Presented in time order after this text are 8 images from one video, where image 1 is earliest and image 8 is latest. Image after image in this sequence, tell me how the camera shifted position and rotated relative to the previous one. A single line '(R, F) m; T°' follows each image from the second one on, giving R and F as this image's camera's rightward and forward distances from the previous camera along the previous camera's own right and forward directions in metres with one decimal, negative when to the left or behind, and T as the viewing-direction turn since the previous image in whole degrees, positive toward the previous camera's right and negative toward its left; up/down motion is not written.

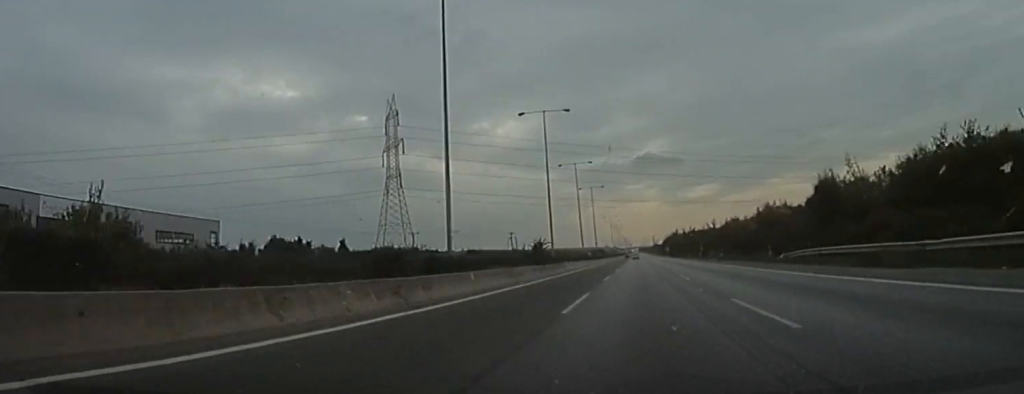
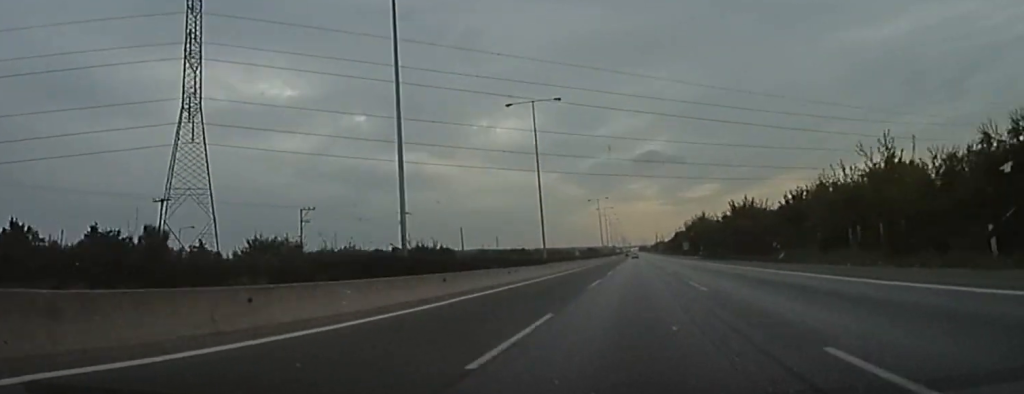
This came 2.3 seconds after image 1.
(0.0, +78.5) m; 0°
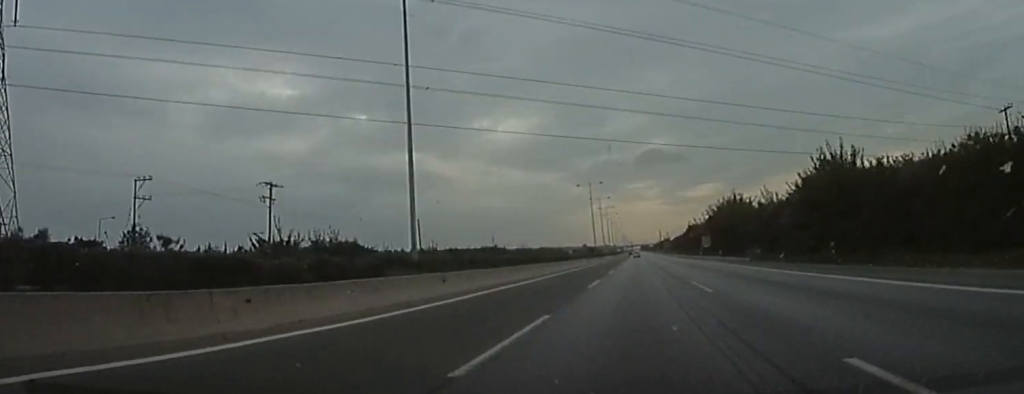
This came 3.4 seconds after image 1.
(0.0, +36.4) m; 0°
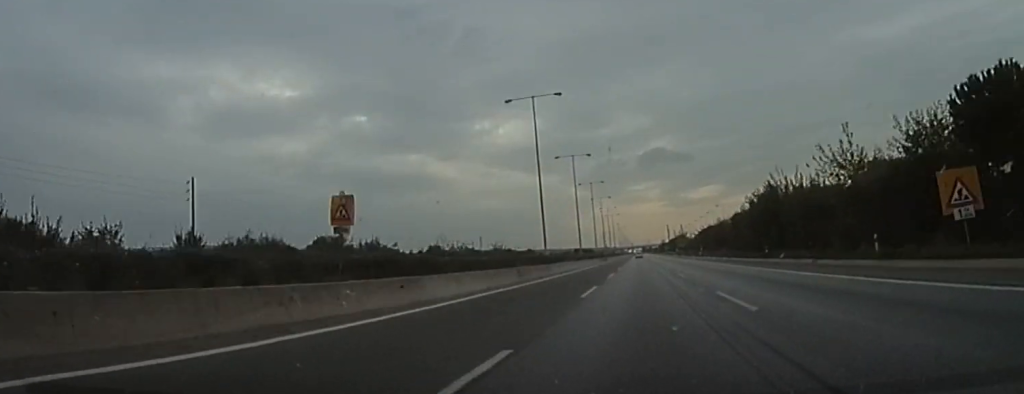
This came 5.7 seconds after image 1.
(0.0, +75.8) m; 0°
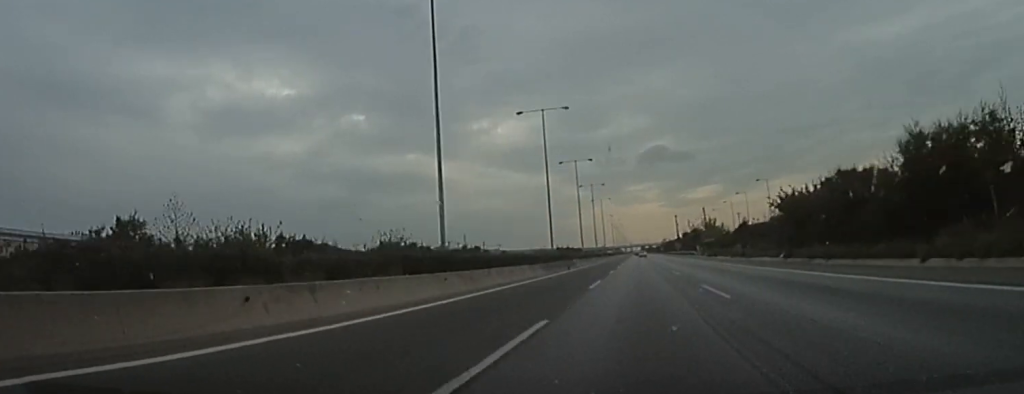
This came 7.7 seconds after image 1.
(+0.3, +67.5) m; 0°
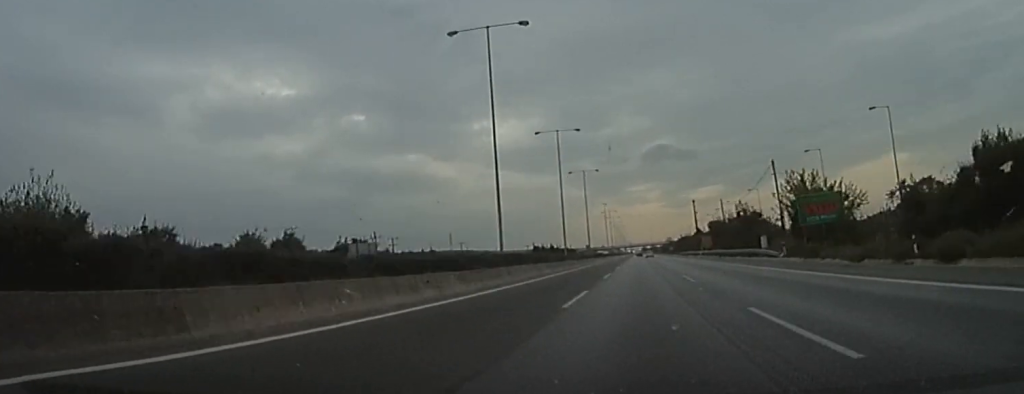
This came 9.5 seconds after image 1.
(+0.1, +61.8) m; -1°
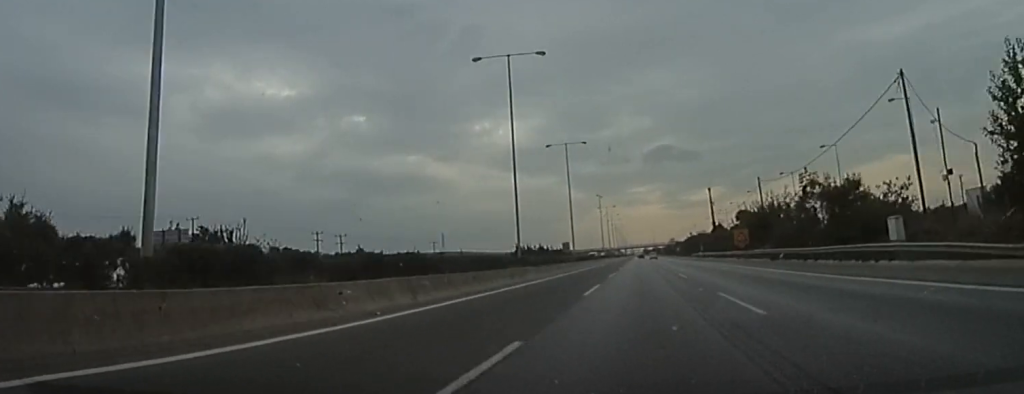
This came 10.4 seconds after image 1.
(-0.2, +30.9) m; 0°
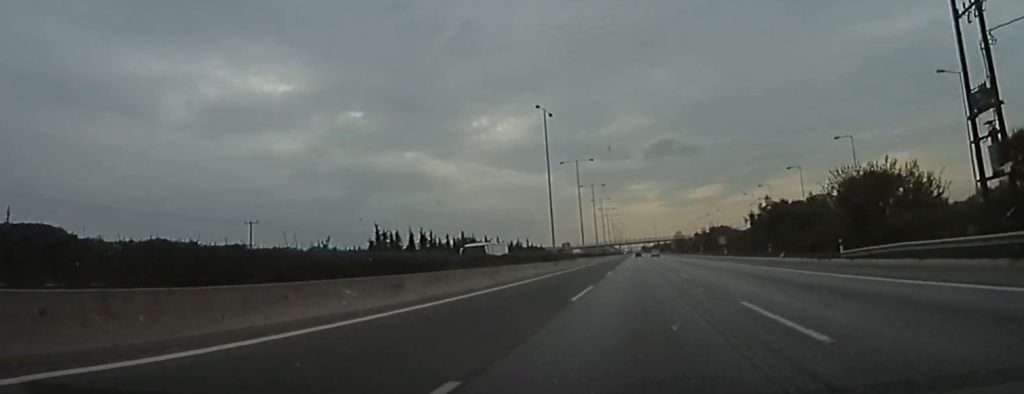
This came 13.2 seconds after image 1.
(-0.2, +92.7) m; +1°
